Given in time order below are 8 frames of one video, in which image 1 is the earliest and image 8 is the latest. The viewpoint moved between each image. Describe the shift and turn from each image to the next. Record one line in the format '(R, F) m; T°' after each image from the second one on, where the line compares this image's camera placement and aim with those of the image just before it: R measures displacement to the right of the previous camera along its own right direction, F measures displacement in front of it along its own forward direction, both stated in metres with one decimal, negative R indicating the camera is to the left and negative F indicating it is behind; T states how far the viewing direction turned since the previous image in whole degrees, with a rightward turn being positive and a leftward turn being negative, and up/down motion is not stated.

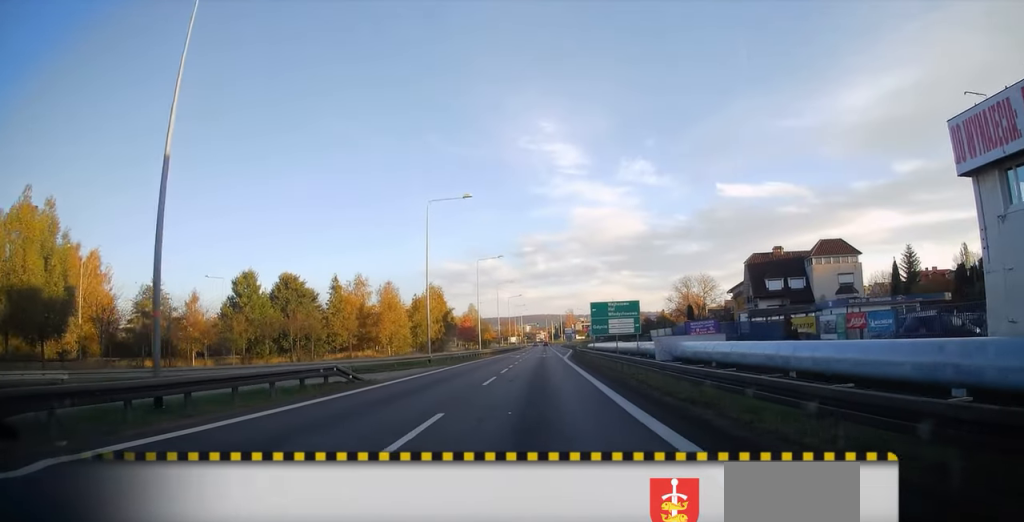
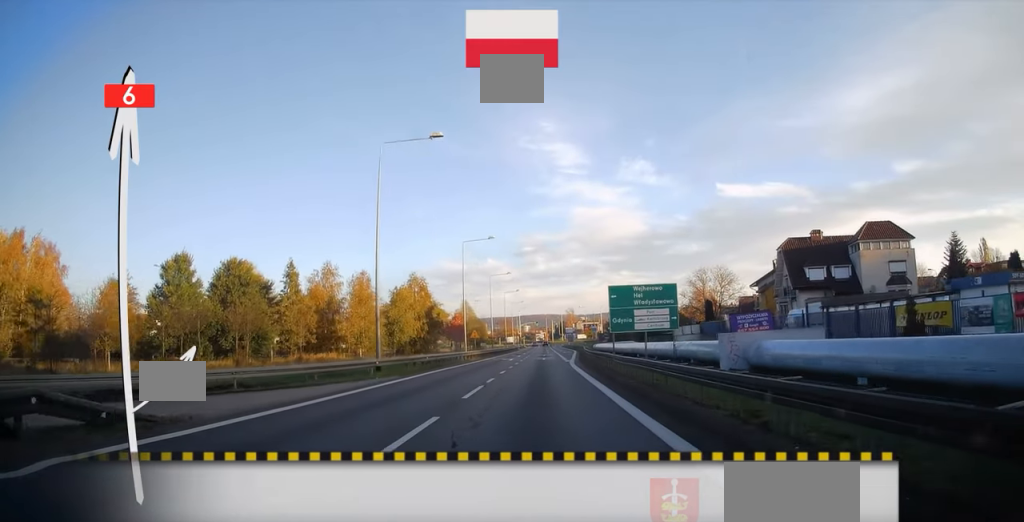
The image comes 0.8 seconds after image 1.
(-0.1, +12.7) m; 0°
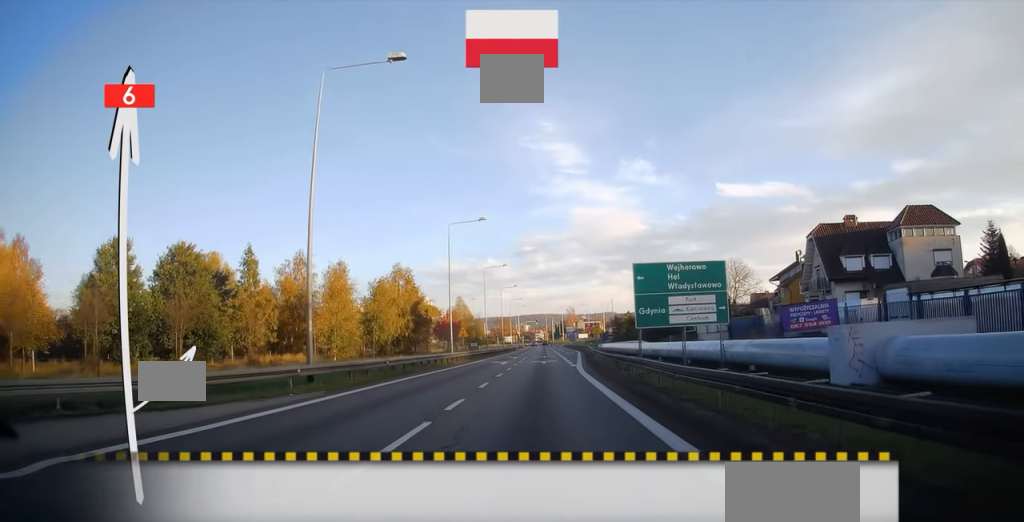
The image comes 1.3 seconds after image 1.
(+0.1, +8.7) m; 0°
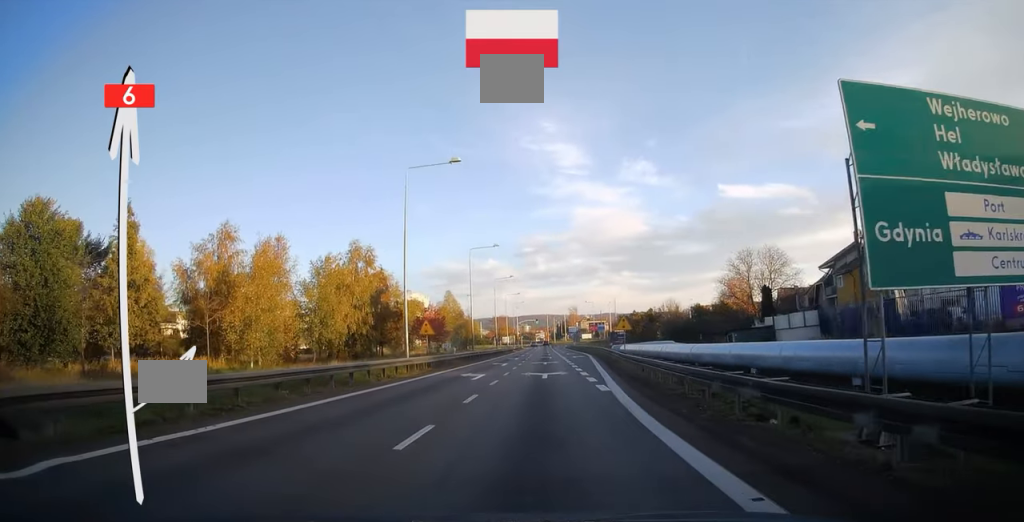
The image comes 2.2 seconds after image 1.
(0.0, +16.5) m; 0°
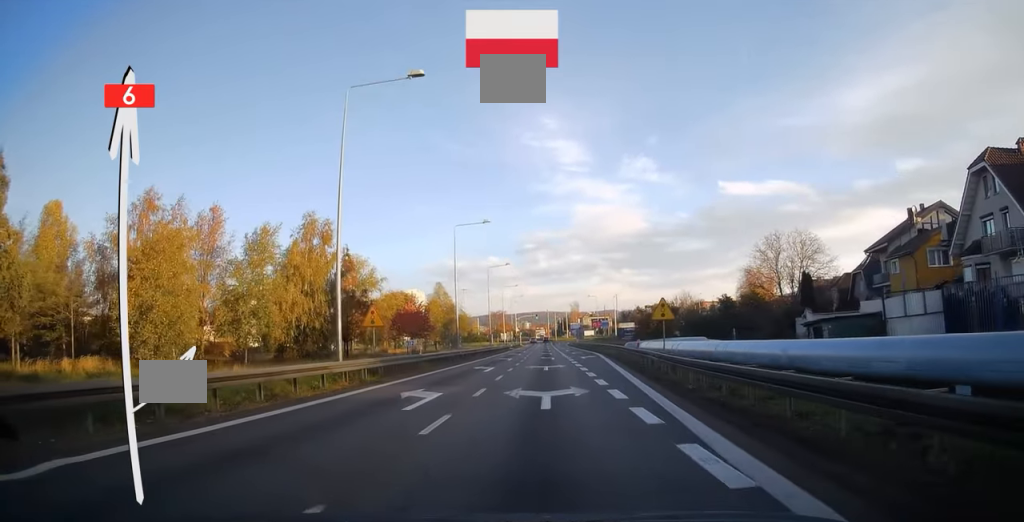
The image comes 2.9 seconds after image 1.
(0.0, +11.2) m; 0°
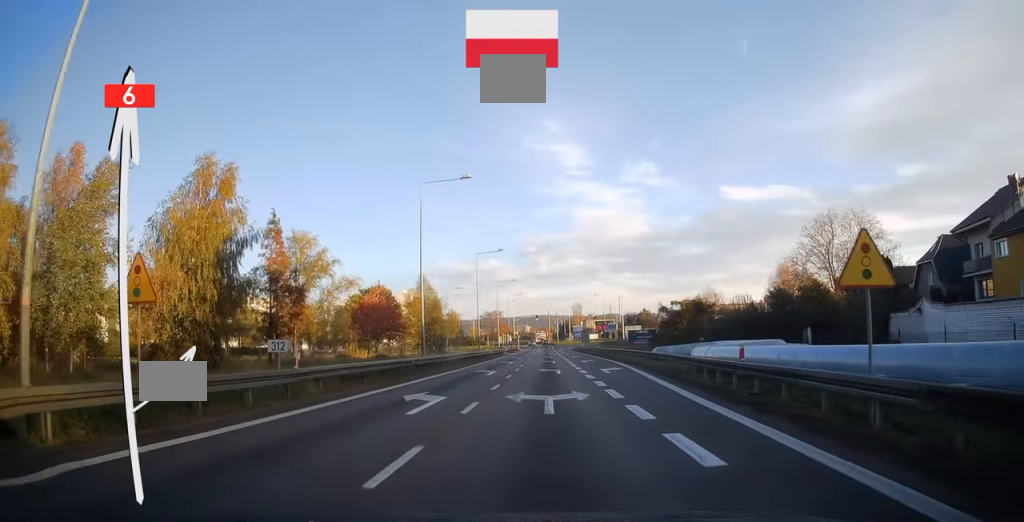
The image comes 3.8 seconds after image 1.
(-0.1, +15.1) m; 0°
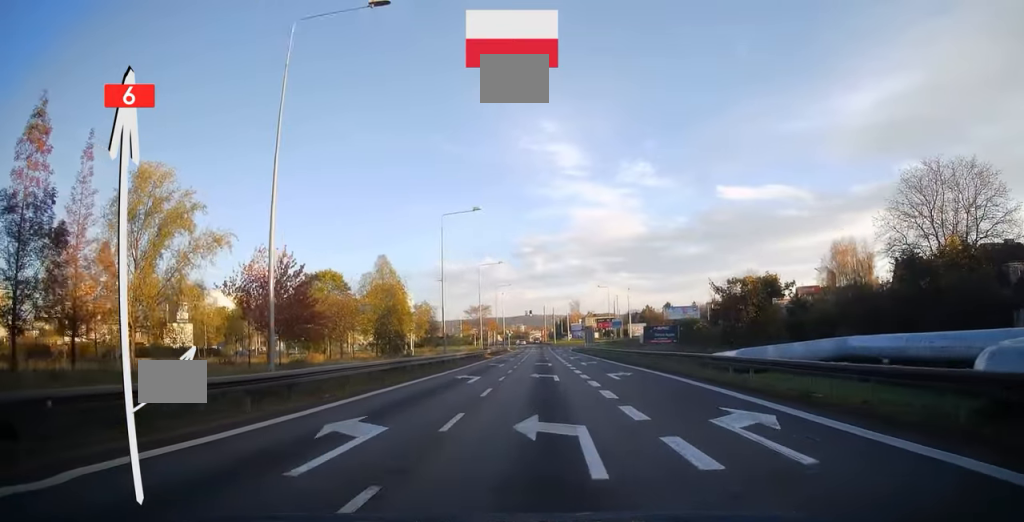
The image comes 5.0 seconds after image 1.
(+0.1, +20.4) m; 0°
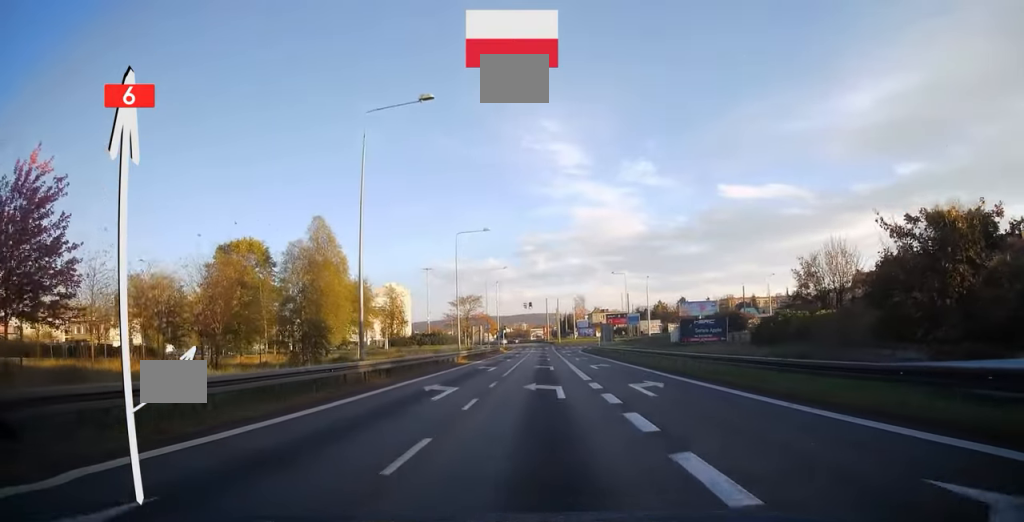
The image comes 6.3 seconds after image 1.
(-0.1, +21.6) m; 0°
